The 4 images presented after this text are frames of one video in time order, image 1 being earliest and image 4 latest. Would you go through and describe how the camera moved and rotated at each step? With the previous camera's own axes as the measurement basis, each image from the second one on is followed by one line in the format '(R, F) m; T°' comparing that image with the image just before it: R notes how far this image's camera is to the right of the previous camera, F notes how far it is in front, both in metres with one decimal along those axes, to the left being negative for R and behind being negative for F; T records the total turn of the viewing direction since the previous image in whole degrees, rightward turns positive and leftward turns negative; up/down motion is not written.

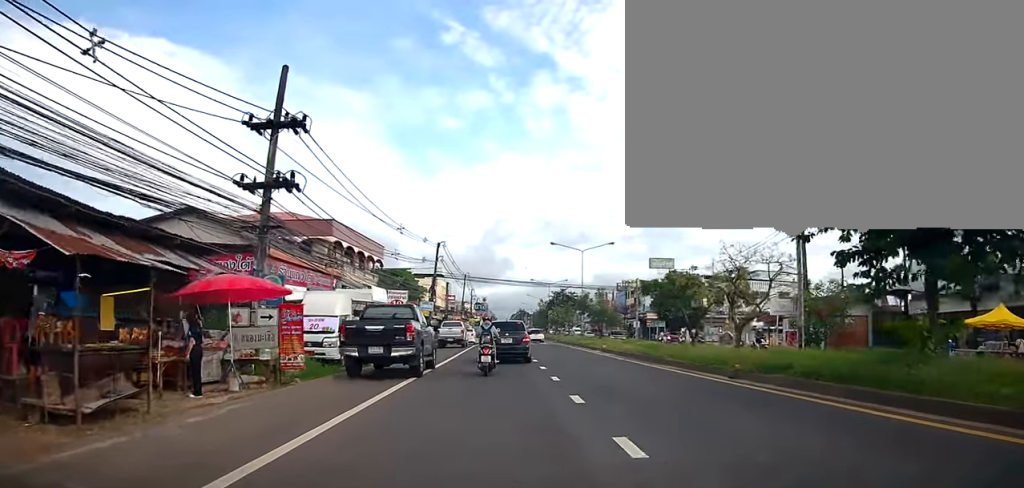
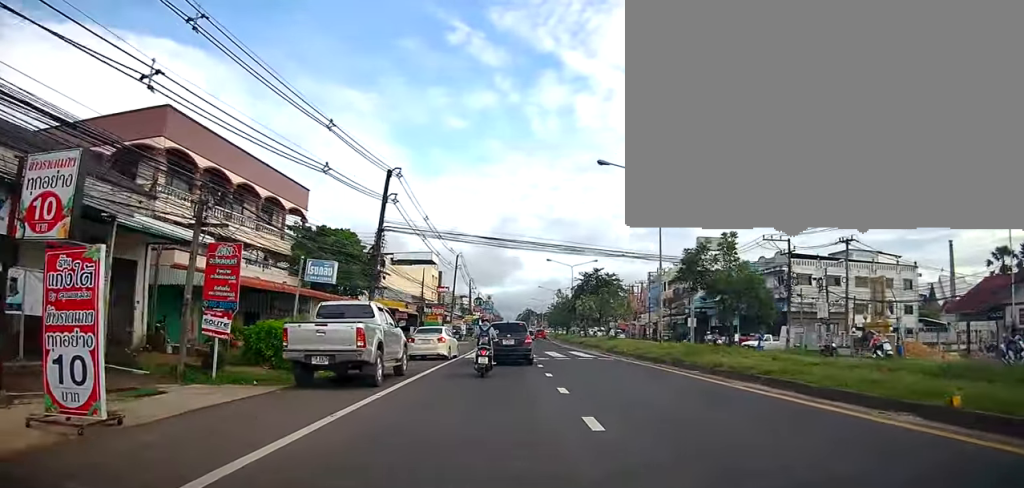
(0.0, +26.7) m; 0°
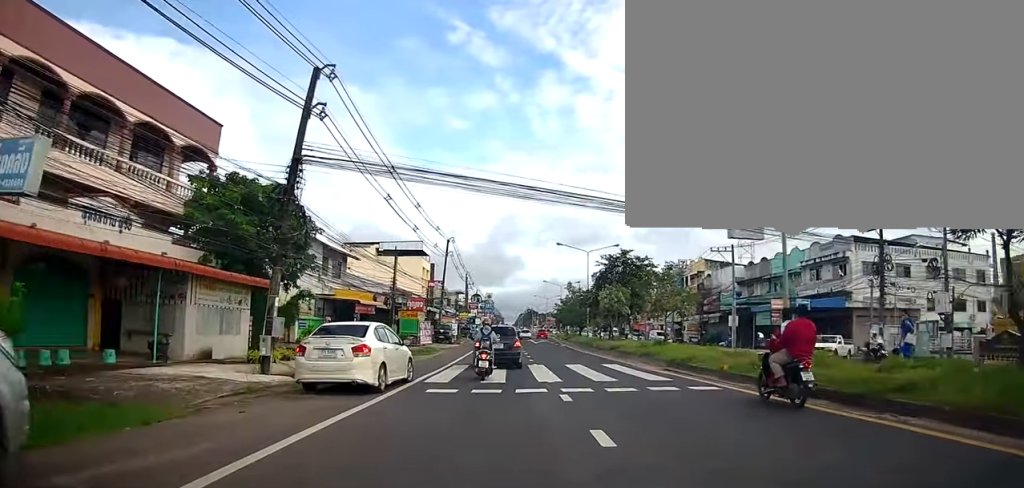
(0.0, +13.0) m; 0°
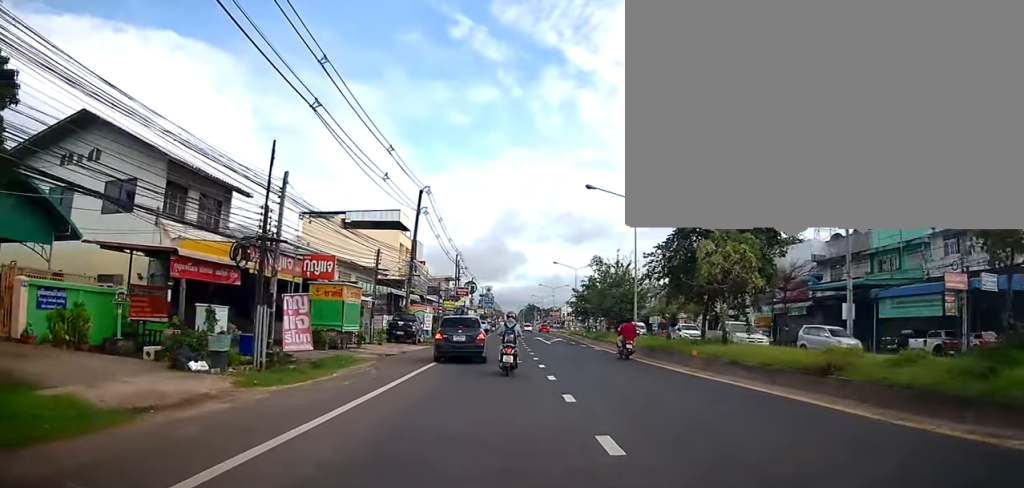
(-0.5, +20.5) m; -6°
